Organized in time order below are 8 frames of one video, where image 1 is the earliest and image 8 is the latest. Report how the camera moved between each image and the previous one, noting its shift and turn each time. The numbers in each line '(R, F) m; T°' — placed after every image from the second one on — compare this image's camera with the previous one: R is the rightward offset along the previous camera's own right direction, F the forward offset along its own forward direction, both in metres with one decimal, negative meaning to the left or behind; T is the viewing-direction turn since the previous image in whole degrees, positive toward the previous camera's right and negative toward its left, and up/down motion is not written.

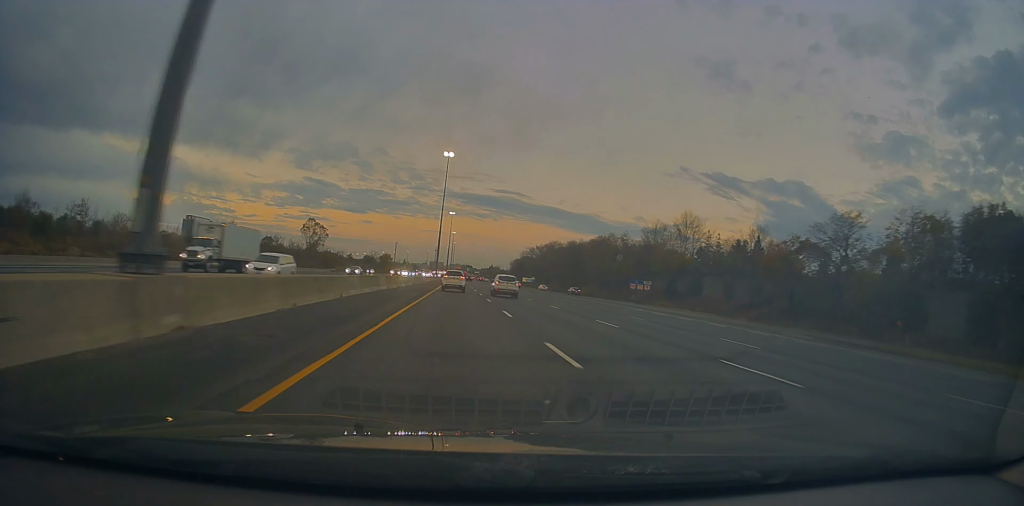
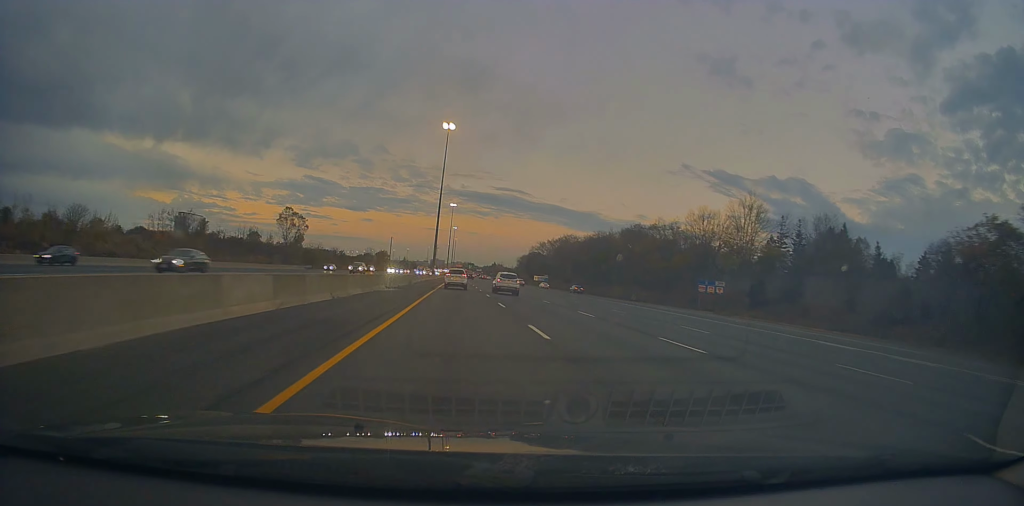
(+0.2, +29.3) m; 0°
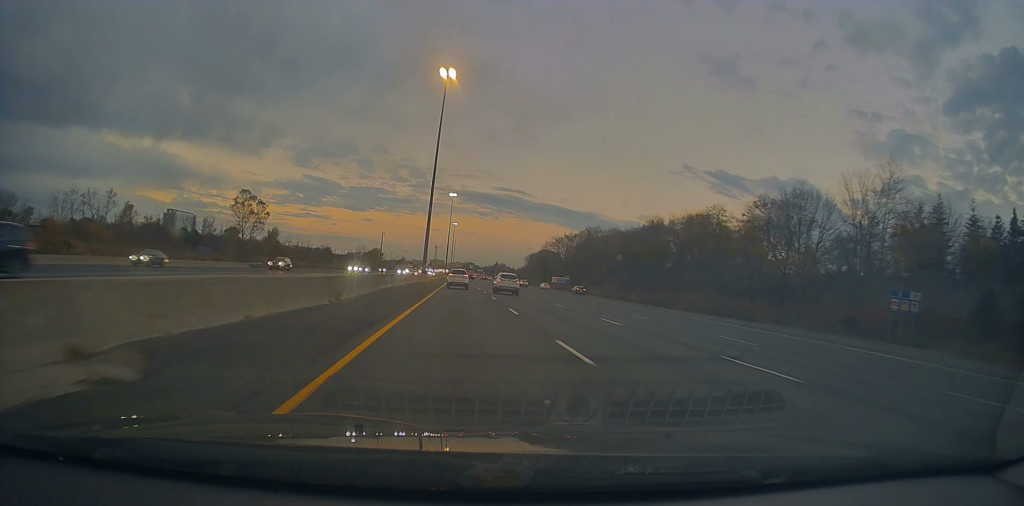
(-0.3, +37.1) m; -1°
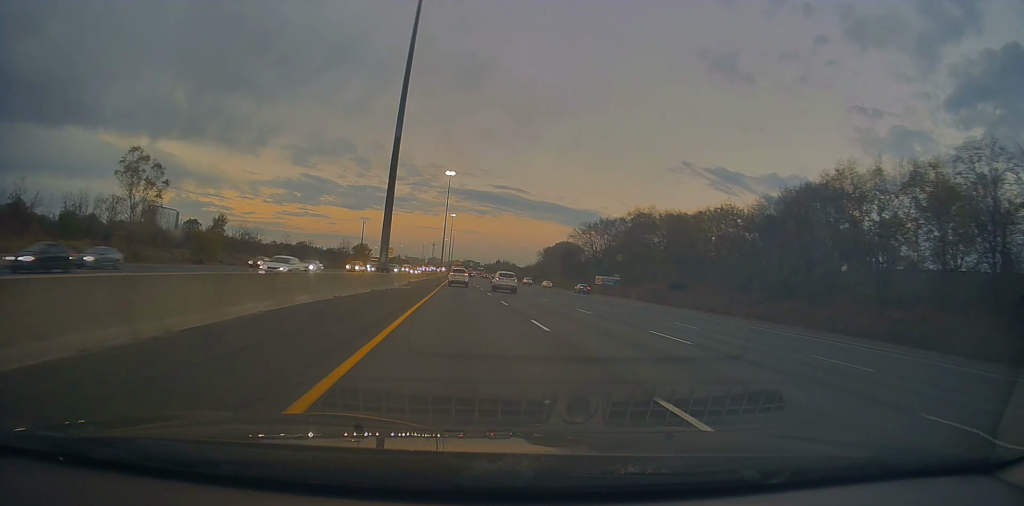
(-0.4, +50.6) m; -1°
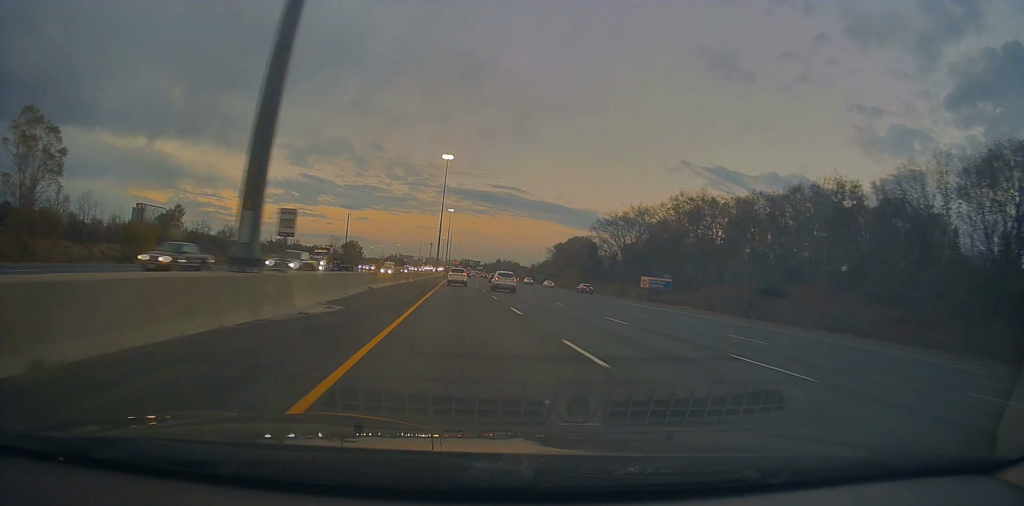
(-0.2, +27.9) m; 0°
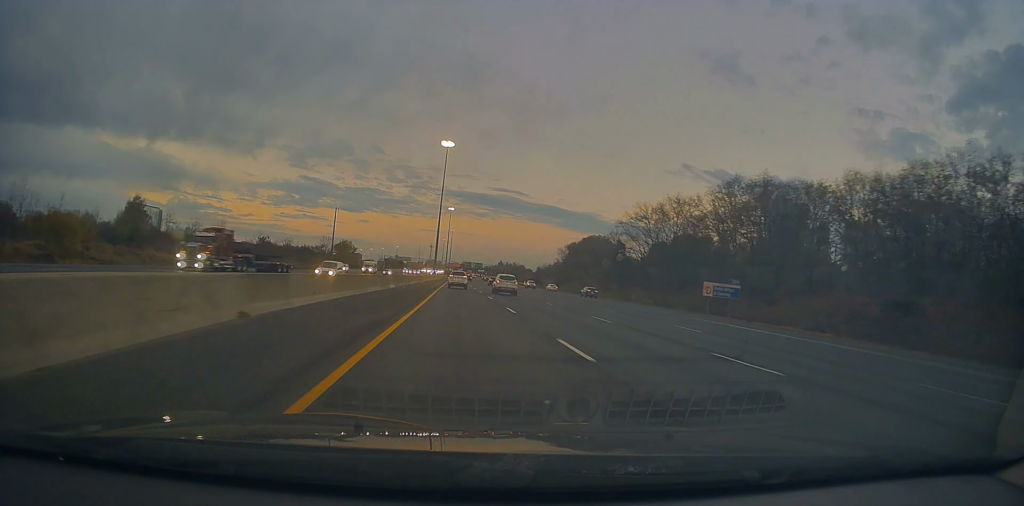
(+0.2, +21.3) m; +1°
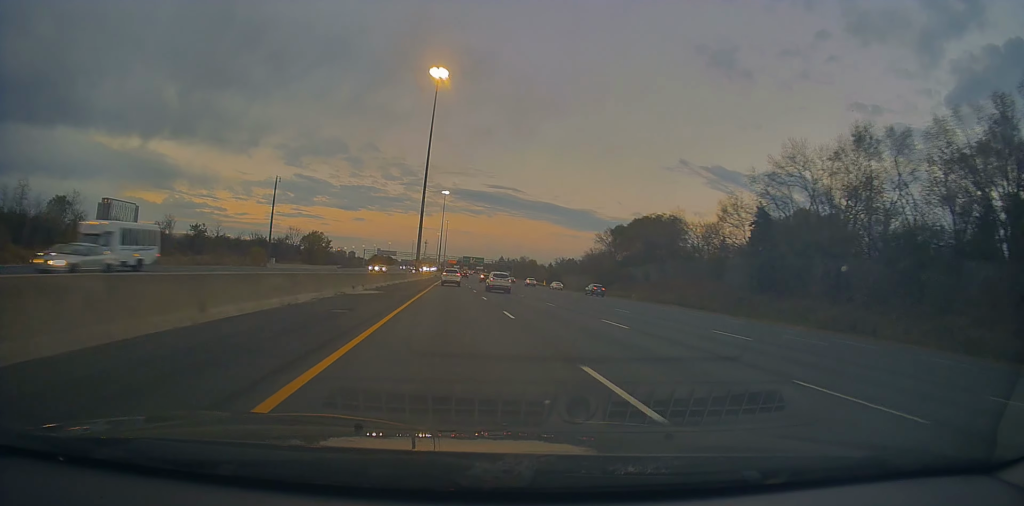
(+0.7, +54.2) m; +1°
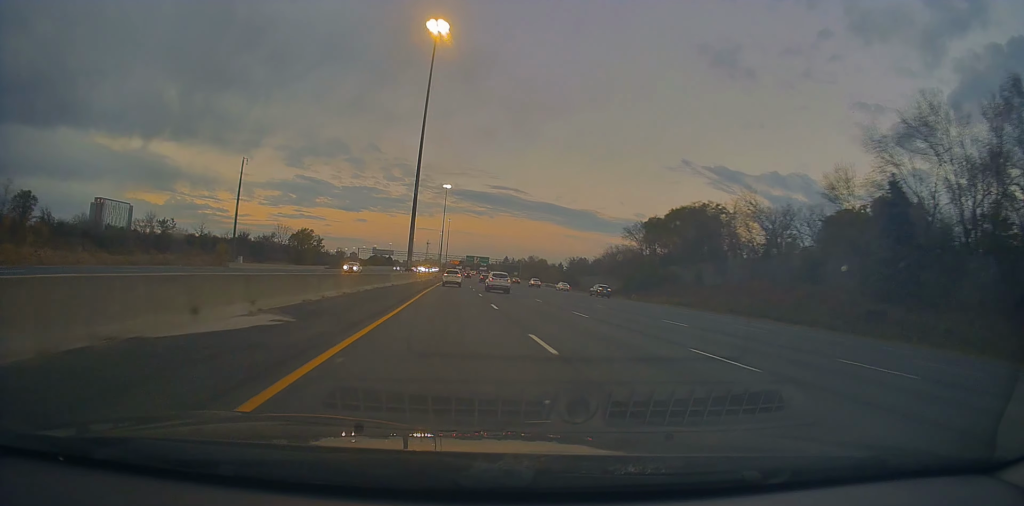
(+0.1, +20.4) m; 0°
